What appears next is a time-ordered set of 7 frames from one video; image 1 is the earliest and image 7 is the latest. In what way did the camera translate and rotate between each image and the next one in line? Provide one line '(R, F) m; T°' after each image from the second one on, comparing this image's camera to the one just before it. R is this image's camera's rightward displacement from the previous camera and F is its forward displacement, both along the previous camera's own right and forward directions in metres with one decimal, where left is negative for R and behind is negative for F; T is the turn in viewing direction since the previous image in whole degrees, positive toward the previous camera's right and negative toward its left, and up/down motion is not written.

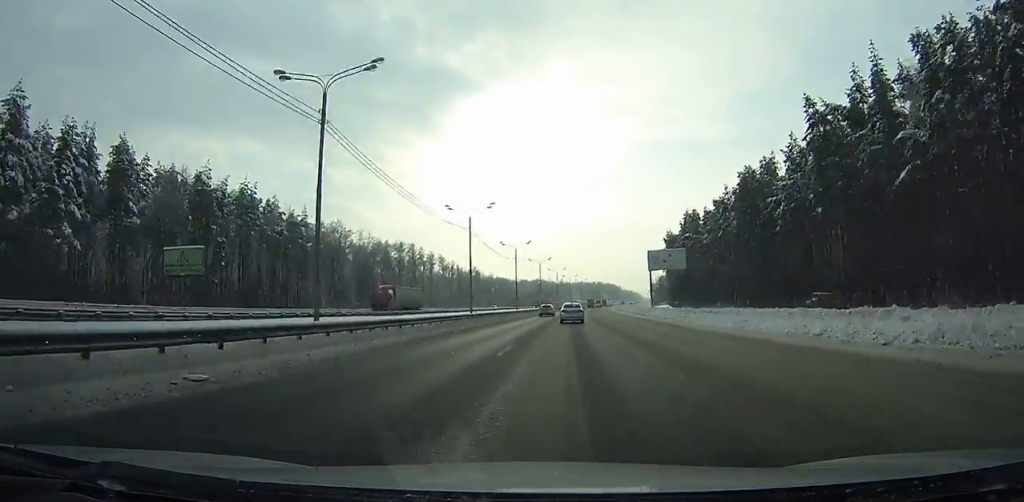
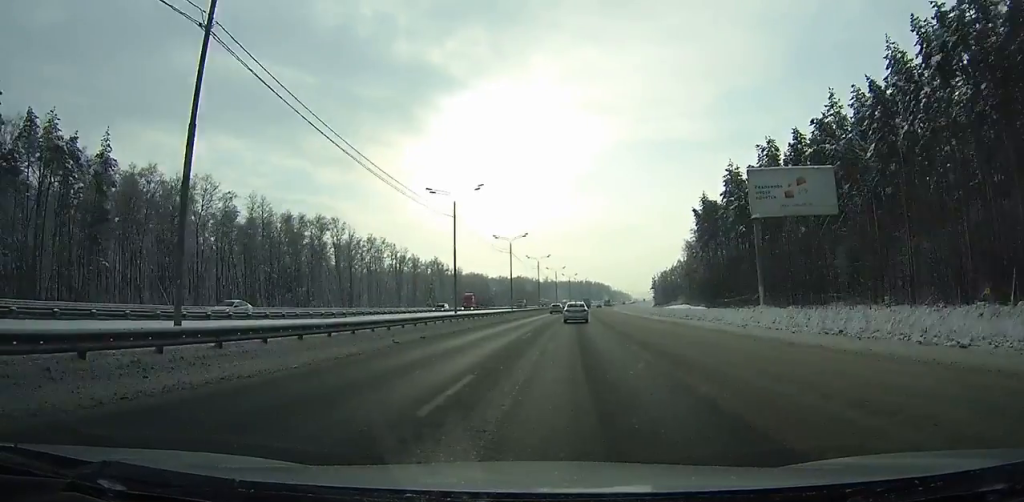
(+0.8, +55.9) m; +2°
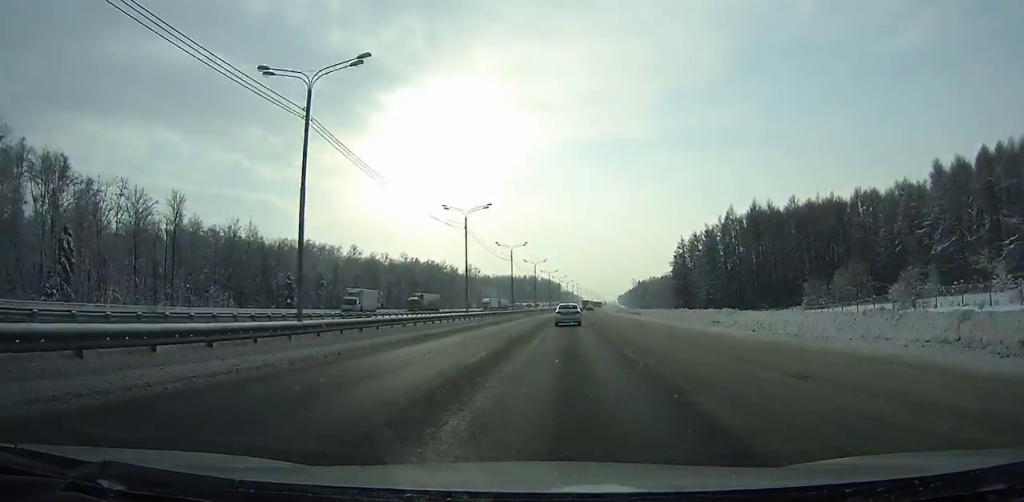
(+5.6, +167.0) m; +4°
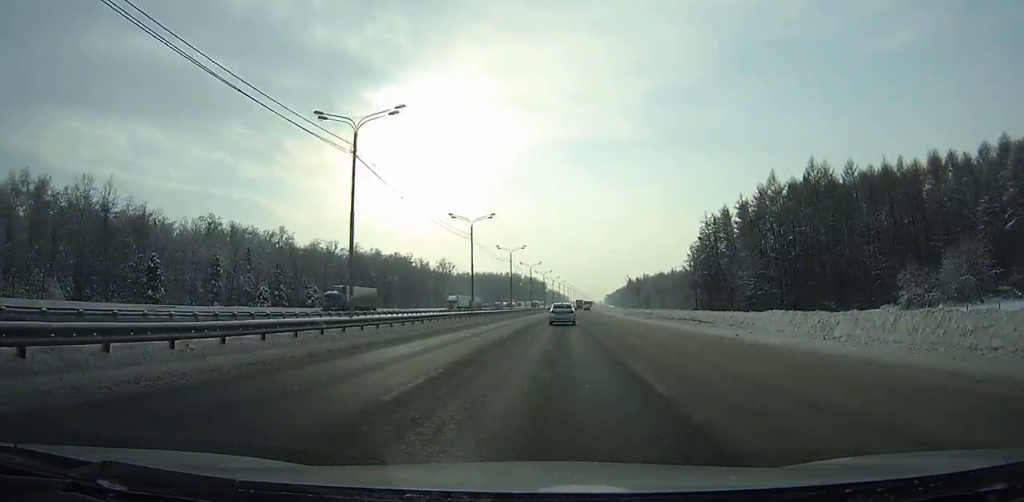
(+0.5, +37.0) m; +1°
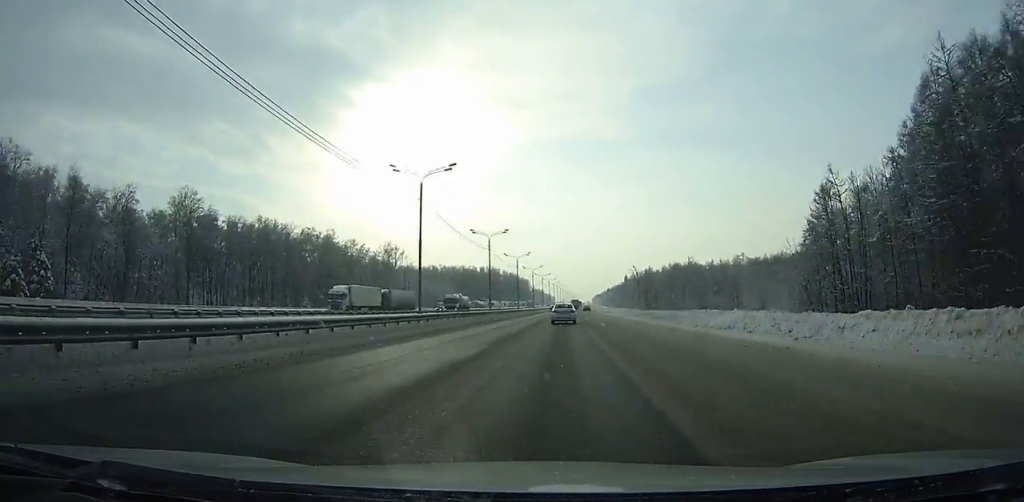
(+0.8, +74.0) m; +1°
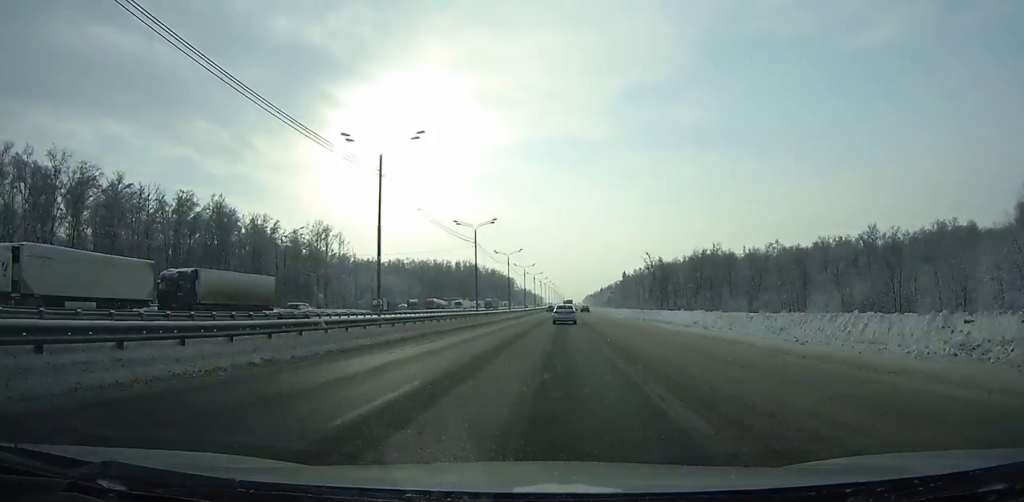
(+0.5, +58.3) m; +1°
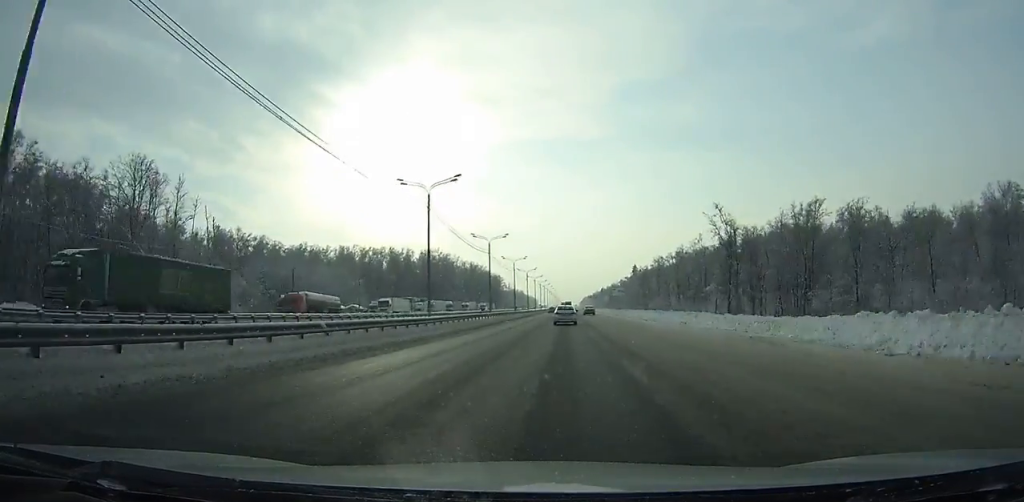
(+0.9, +76.3) m; +1°
